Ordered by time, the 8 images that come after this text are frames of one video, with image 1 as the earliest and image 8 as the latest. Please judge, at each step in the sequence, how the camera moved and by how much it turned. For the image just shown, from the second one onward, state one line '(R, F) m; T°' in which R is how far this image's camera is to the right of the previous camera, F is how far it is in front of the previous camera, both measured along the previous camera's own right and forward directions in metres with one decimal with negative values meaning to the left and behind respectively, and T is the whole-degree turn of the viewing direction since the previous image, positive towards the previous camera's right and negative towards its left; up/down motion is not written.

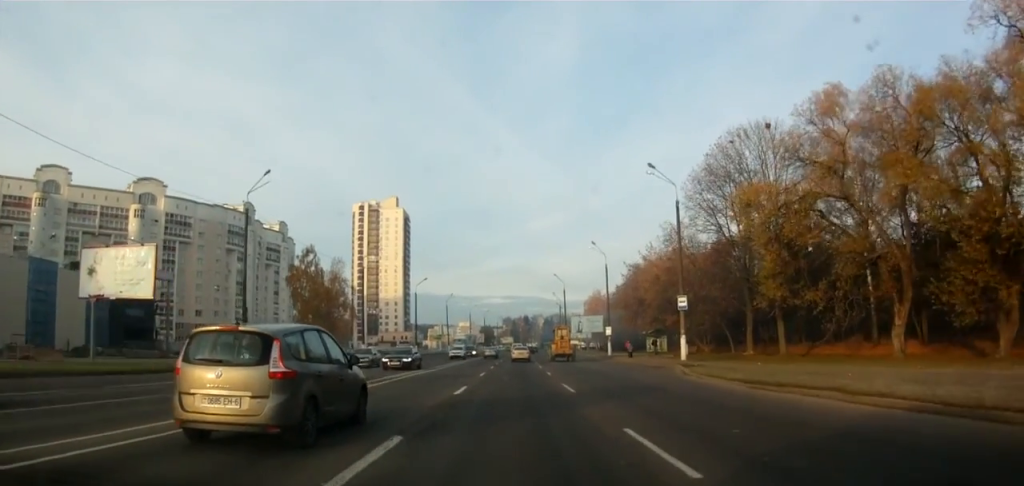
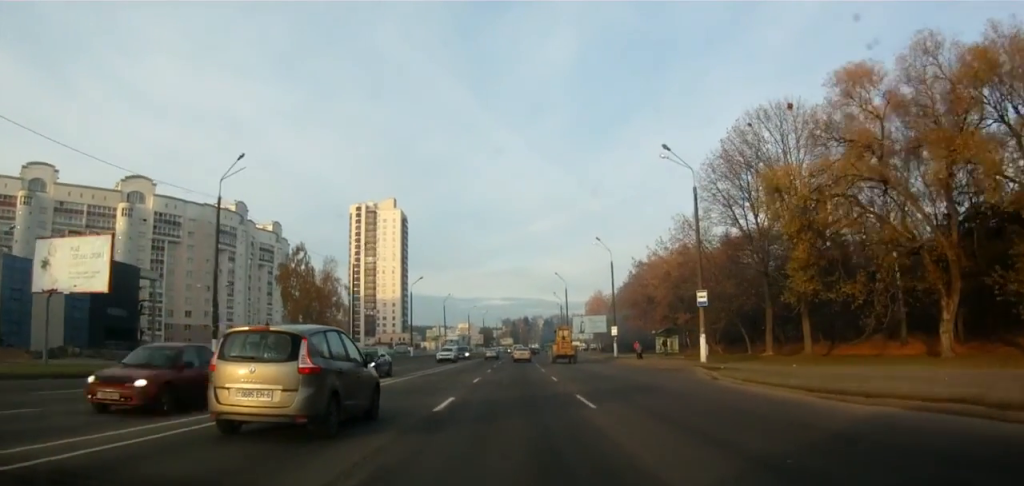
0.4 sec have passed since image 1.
(+0.1, +4.4) m; +1°
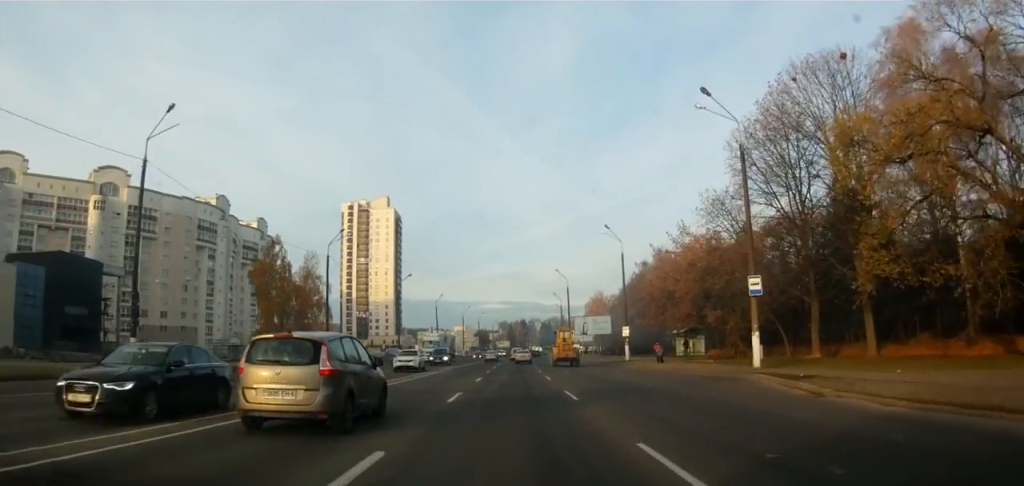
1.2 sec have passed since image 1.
(0.0, +8.6) m; 0°
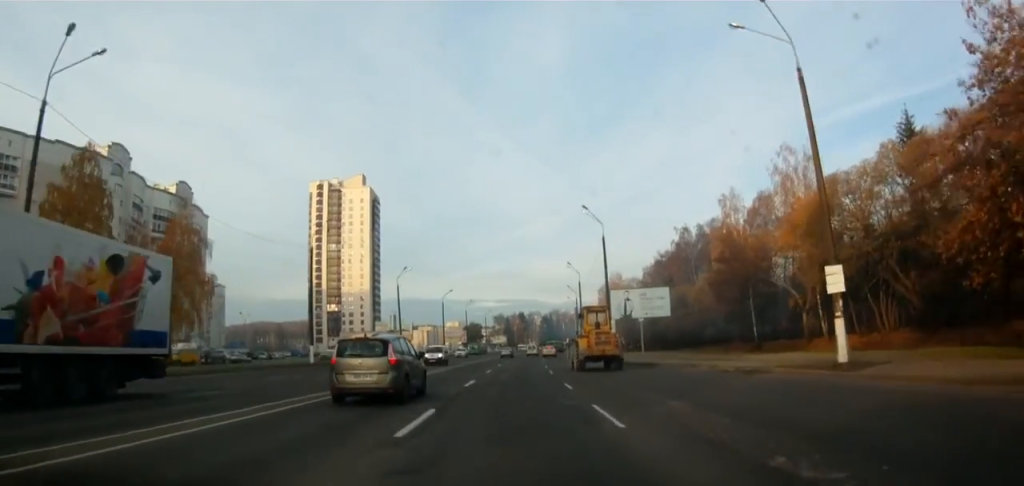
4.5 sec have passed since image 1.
(-0.4, +39.7) m; -1°
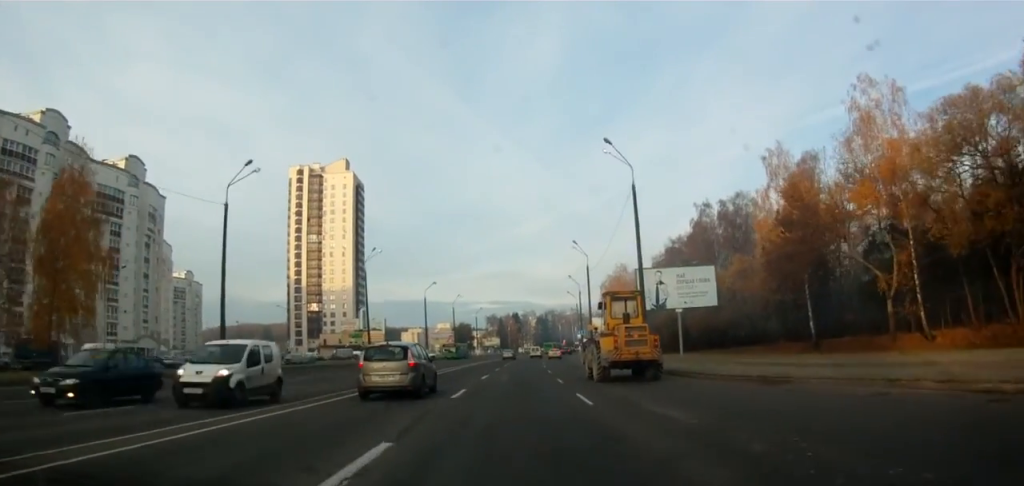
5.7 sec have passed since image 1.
(+0.1, +16.4) m; +2°
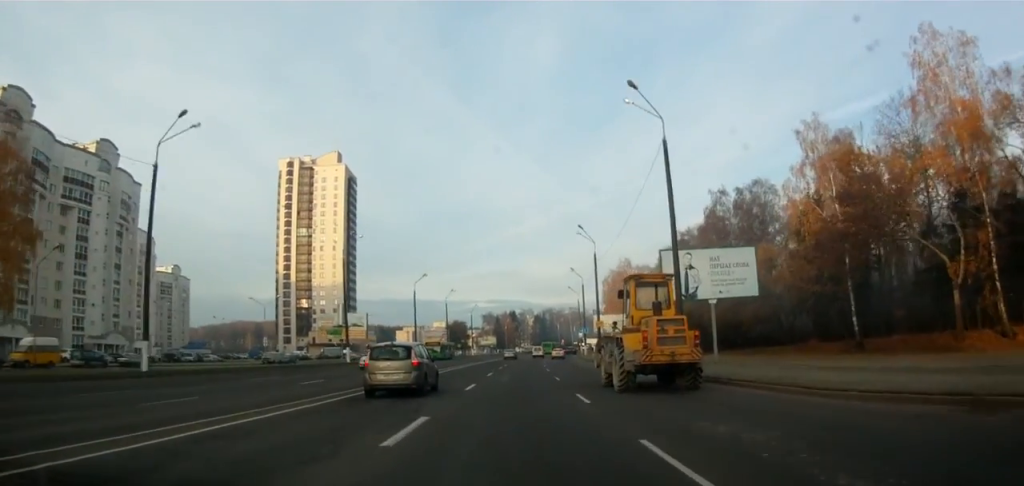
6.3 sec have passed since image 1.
(+0.3, +8.6) m; 0°
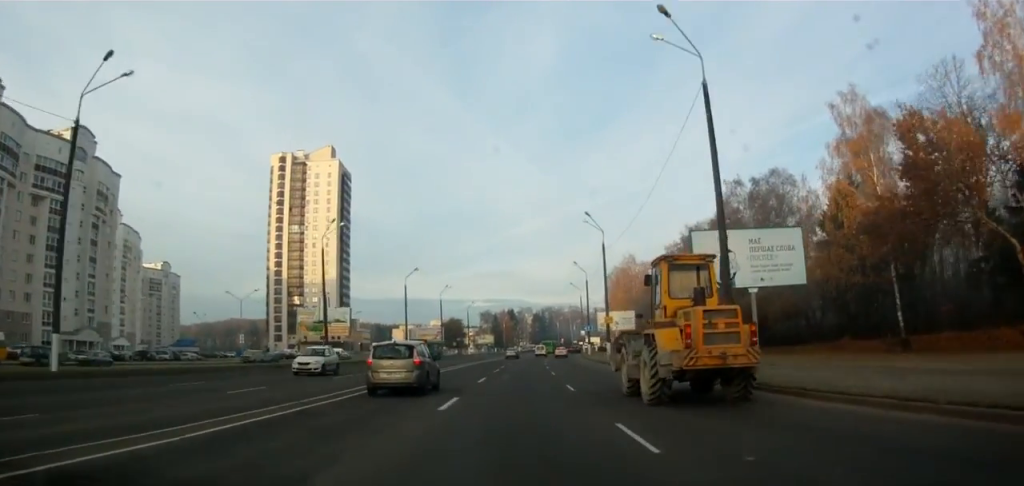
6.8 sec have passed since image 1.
(+0.1, +7.0) m; 0°
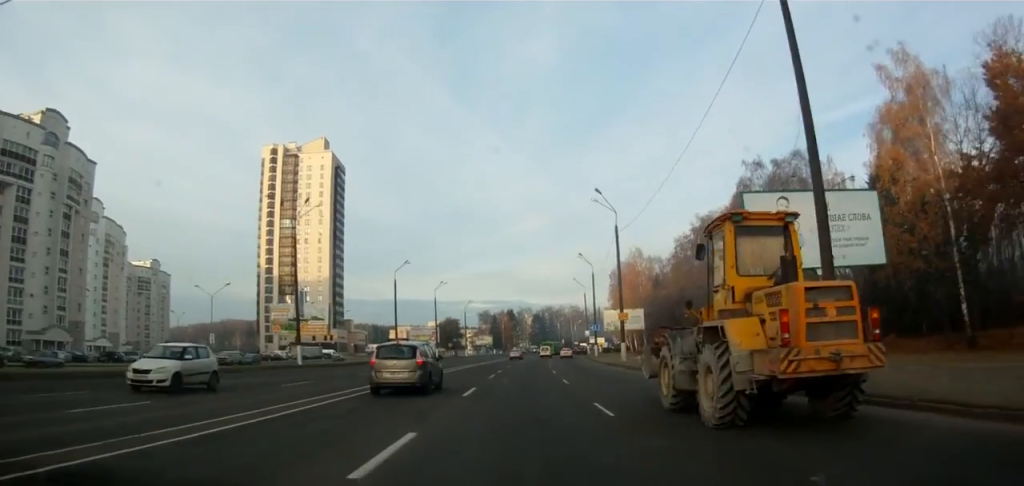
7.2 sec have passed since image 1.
(-0.3, +7.2) m; 0°
